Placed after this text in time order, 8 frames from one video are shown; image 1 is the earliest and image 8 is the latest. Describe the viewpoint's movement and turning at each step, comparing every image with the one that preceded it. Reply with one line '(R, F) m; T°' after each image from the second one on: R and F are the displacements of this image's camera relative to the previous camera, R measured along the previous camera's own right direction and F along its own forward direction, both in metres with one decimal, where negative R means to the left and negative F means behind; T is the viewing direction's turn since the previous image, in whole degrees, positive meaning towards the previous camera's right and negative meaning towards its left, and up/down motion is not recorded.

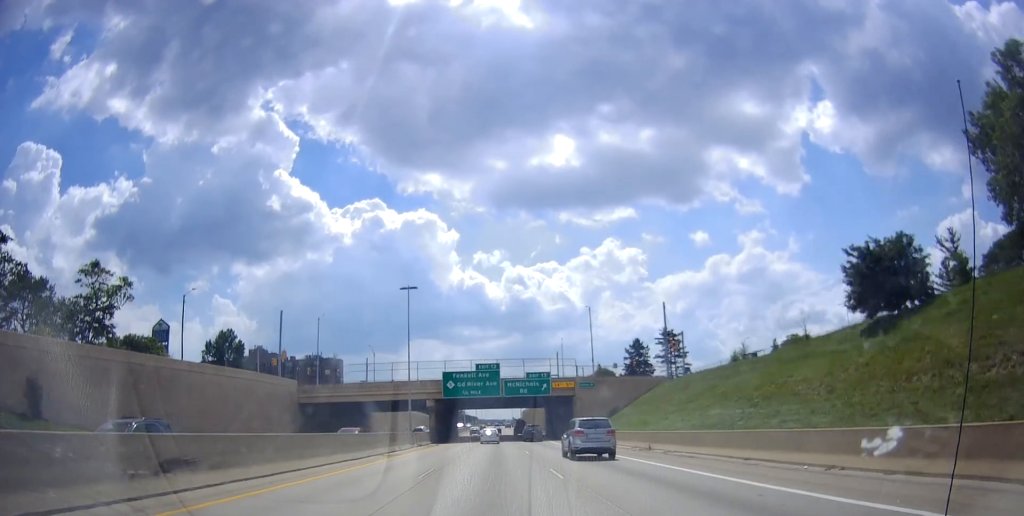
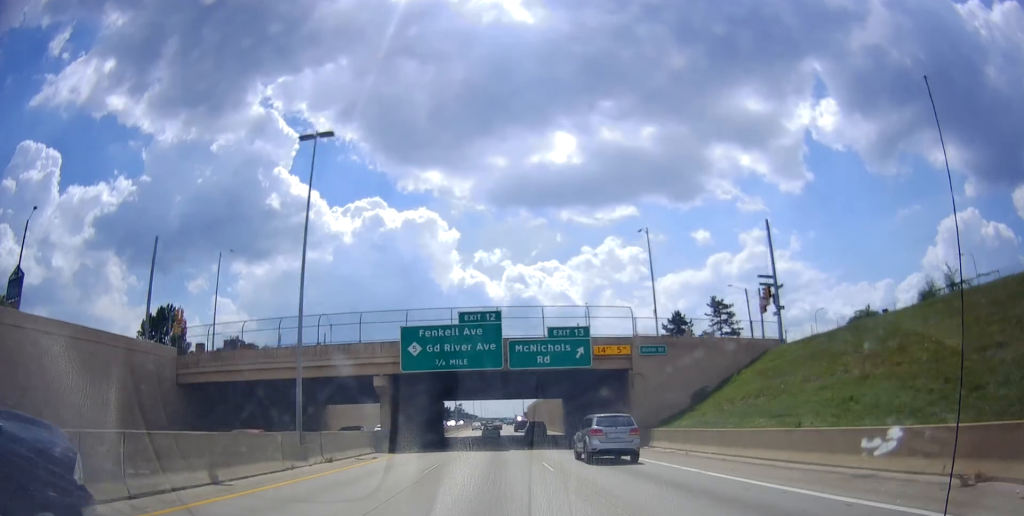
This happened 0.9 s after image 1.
(+0.6, +28.9) m; 0°
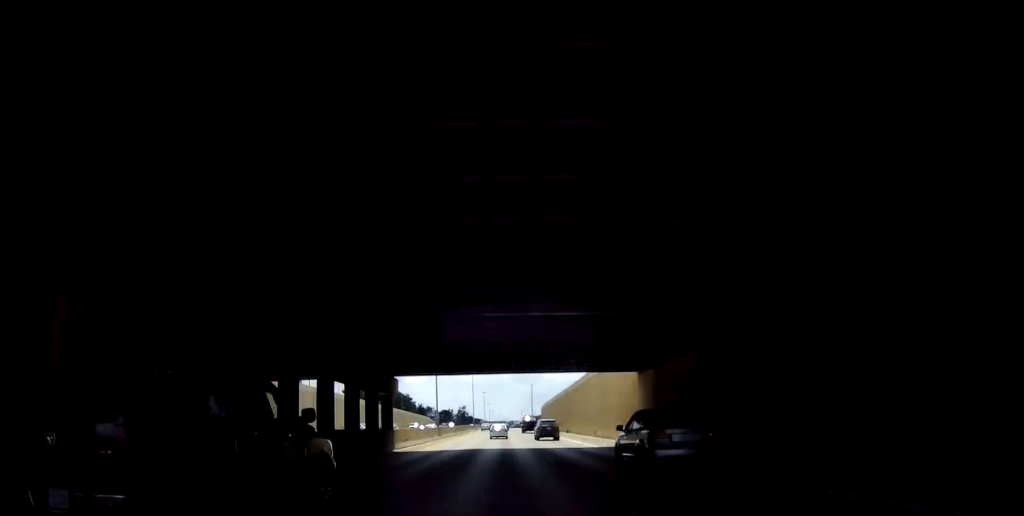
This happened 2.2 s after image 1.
(-0.5, +40.5) m; -1°
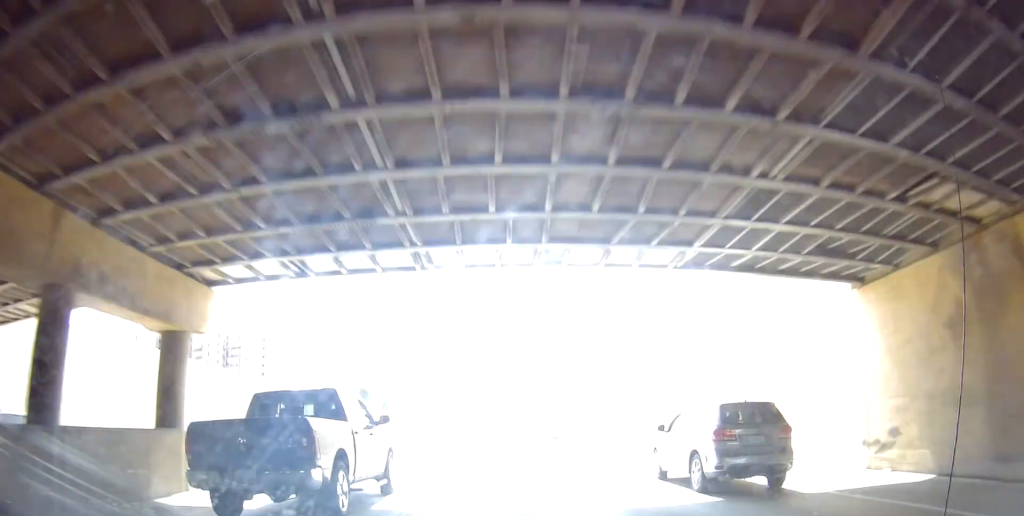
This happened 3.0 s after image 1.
(-0.1, +25.6) m; +1°
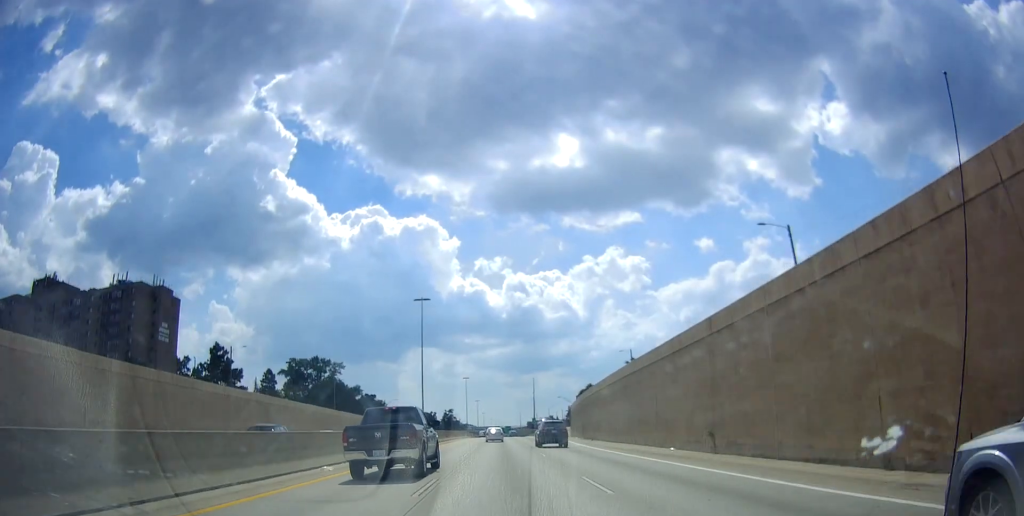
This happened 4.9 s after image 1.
(-0.2, +61.0) m; -1°
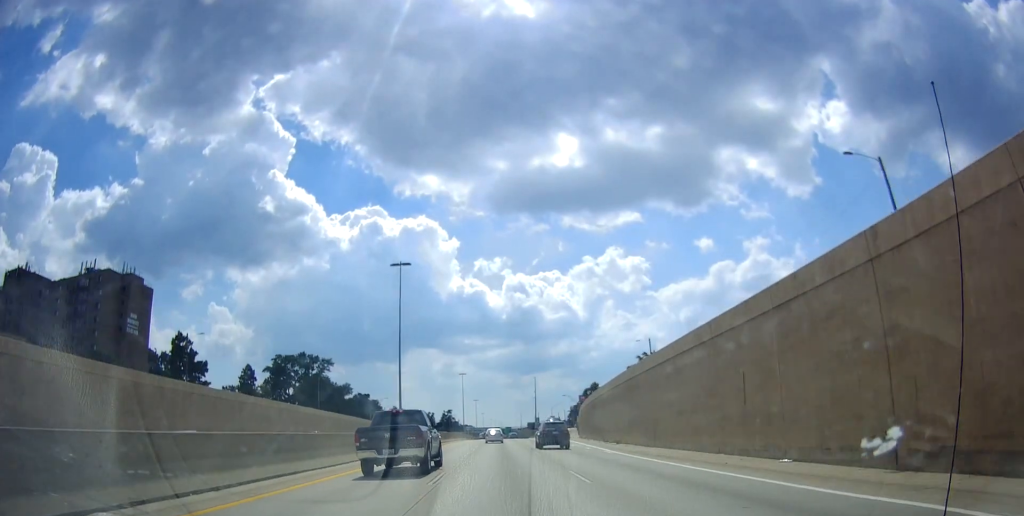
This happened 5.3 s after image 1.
(0.0, +12.6) m; 0°
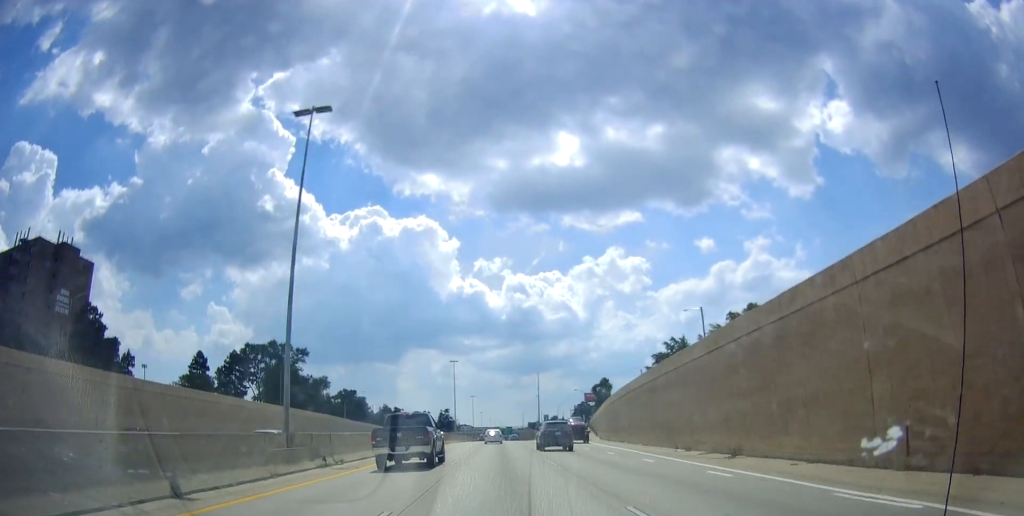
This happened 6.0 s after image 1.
(+0.2, +23.1) m; +1°
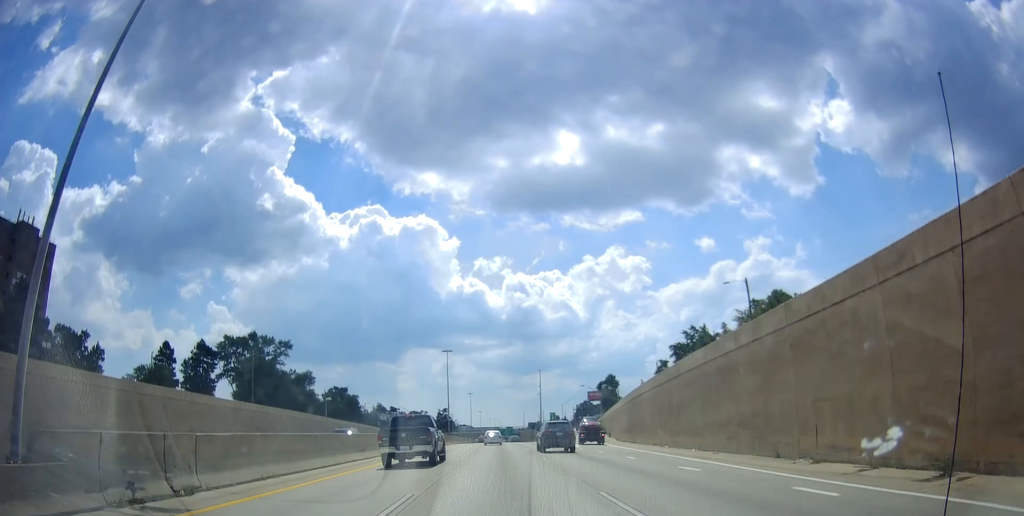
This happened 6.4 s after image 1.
(+0.1, +12.7) m; 0°
